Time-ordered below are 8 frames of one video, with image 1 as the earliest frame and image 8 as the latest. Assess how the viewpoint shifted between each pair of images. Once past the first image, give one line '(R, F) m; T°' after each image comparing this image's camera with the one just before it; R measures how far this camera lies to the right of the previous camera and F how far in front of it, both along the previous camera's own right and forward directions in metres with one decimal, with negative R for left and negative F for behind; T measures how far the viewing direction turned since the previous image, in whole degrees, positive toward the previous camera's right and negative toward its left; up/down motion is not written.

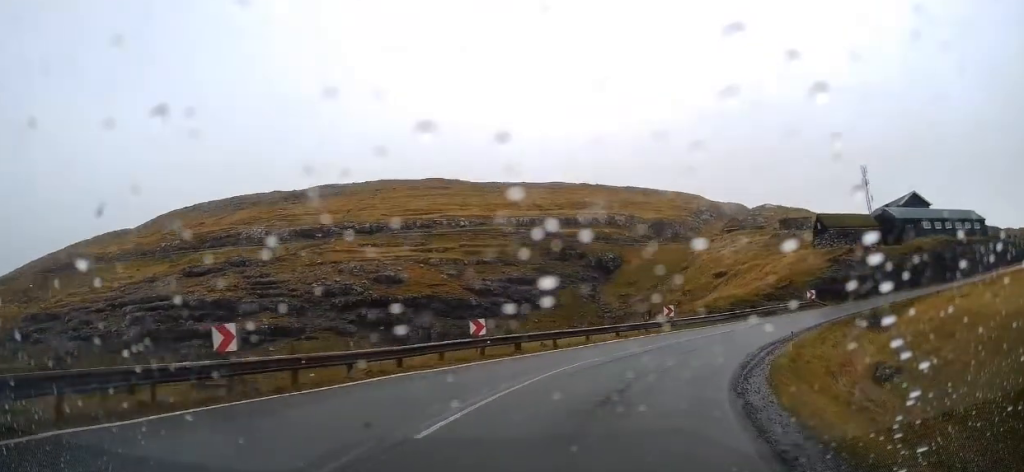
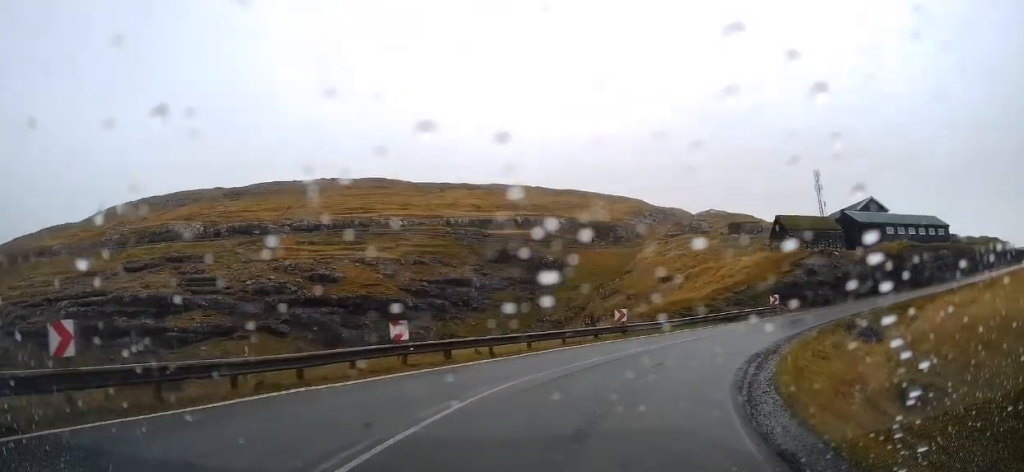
(0.0, +3.2) m; +4°
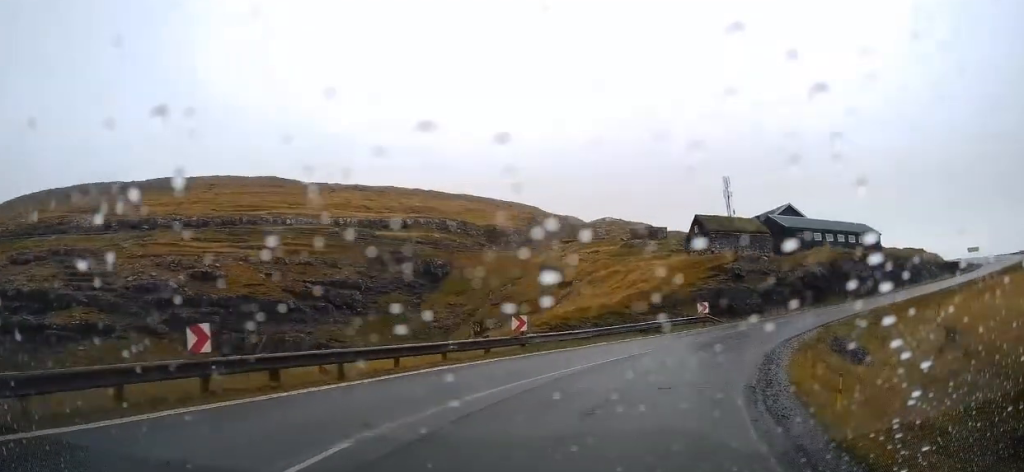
(+0.1, +5.6) m; +8°
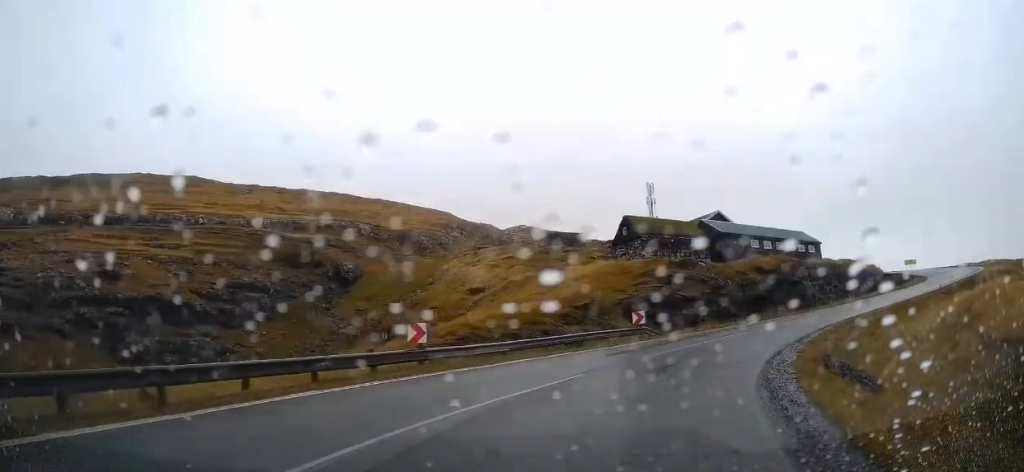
(+0.4, +4.1) m; +10°
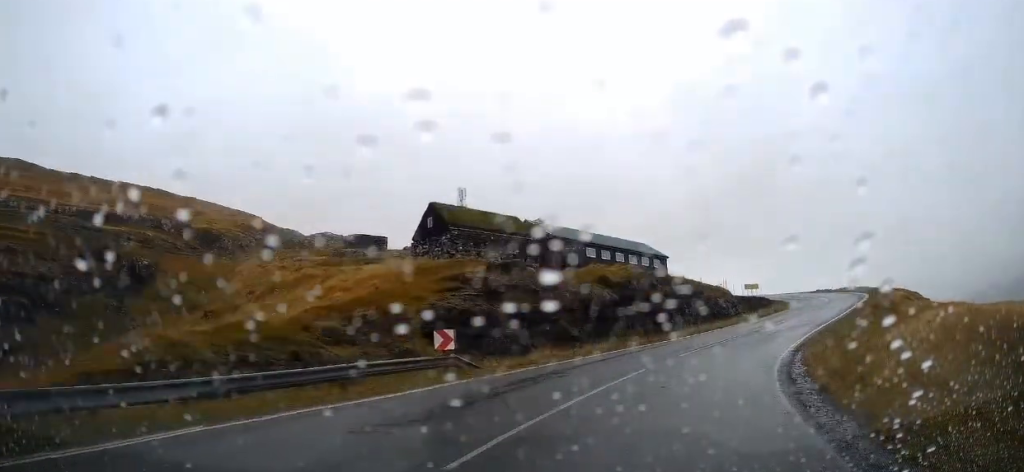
(+1.5, +9.1) m; +14°
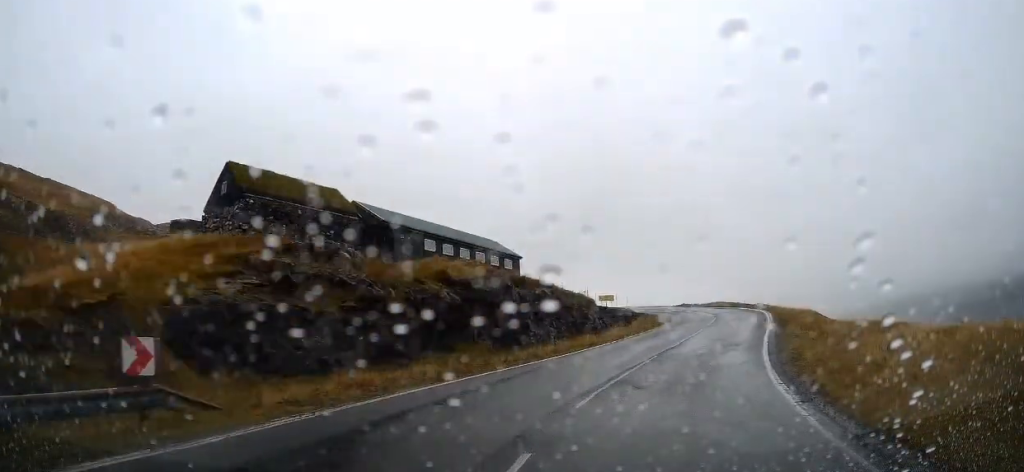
(+0.1, +7.4) m; +11°
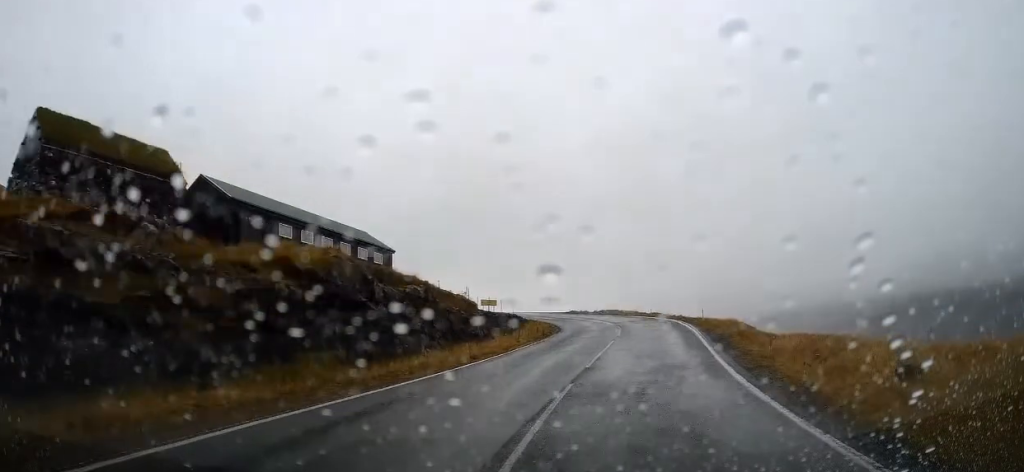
(+1.0, +5.5) m; +16°
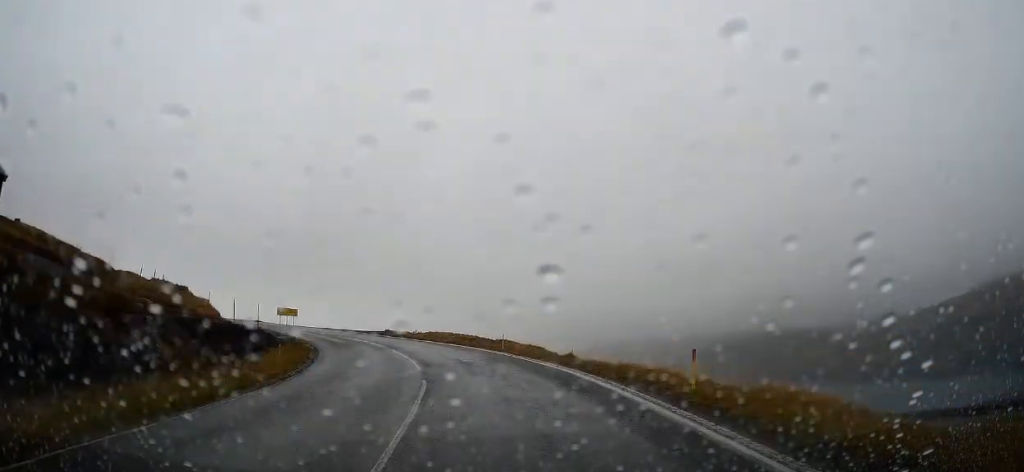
(+7.5, +20.3) m; +34°
